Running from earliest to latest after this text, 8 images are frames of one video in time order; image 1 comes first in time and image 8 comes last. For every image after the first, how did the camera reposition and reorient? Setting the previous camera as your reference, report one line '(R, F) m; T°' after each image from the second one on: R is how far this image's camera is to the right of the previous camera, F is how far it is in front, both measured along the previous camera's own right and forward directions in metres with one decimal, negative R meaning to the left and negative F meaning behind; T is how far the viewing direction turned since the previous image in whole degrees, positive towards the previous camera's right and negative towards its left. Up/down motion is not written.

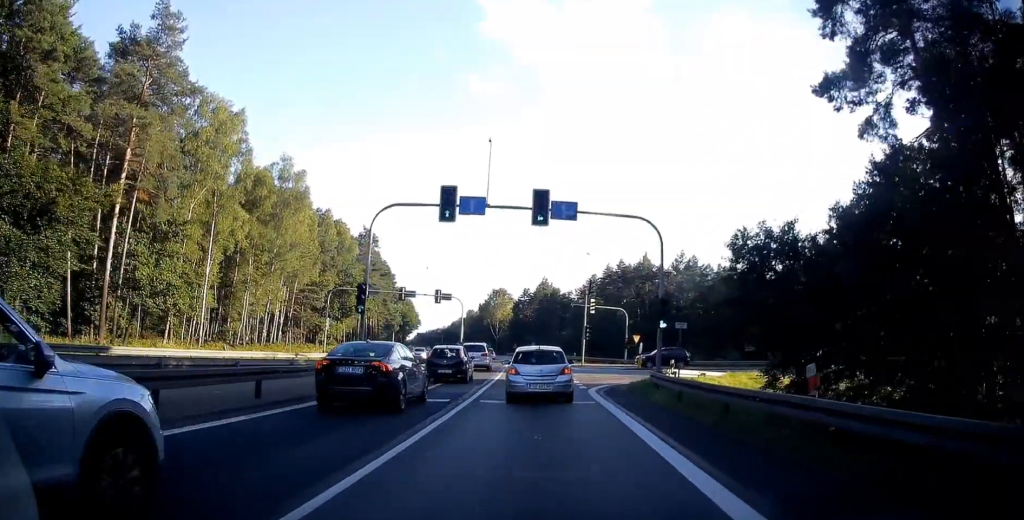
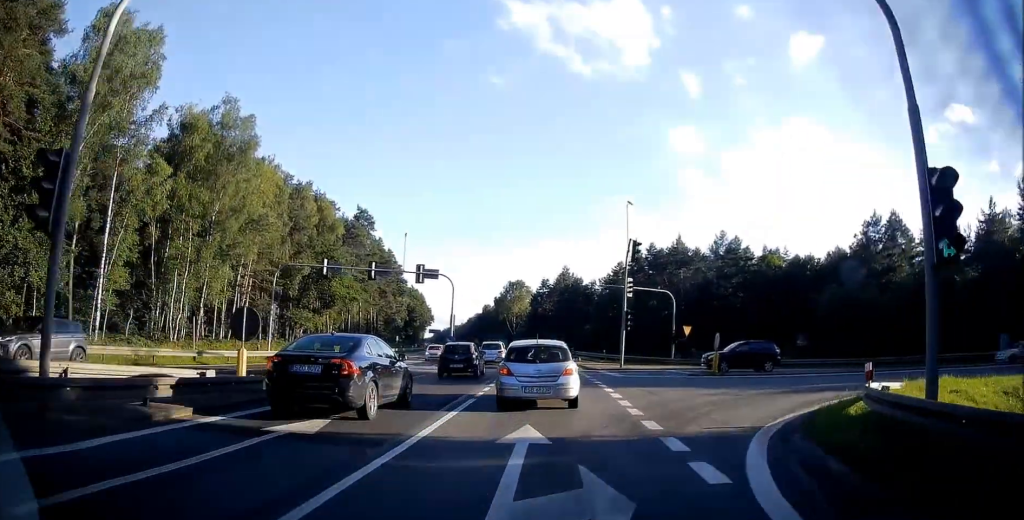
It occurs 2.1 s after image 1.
(-0.1, +14.5) m; -1°
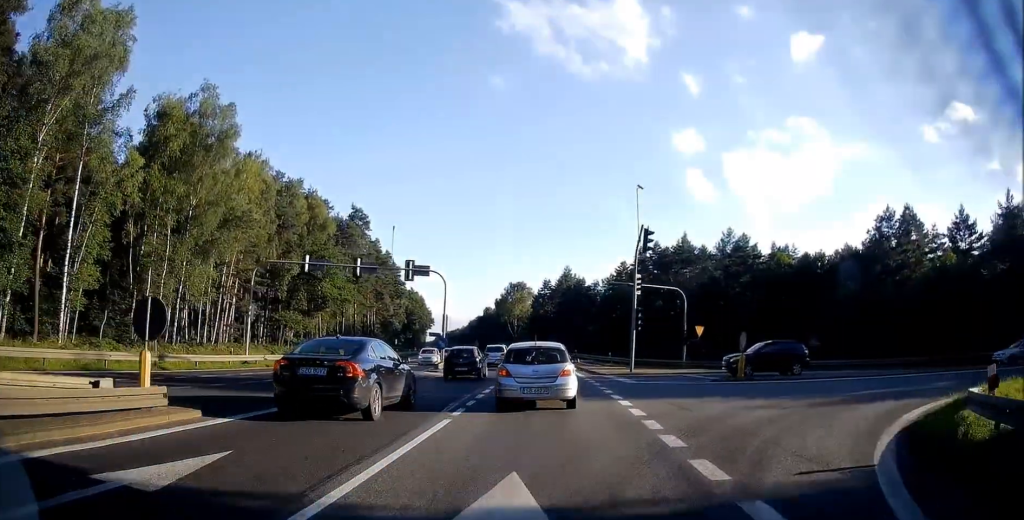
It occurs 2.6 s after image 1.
(0.0, +3.6) m; 0°
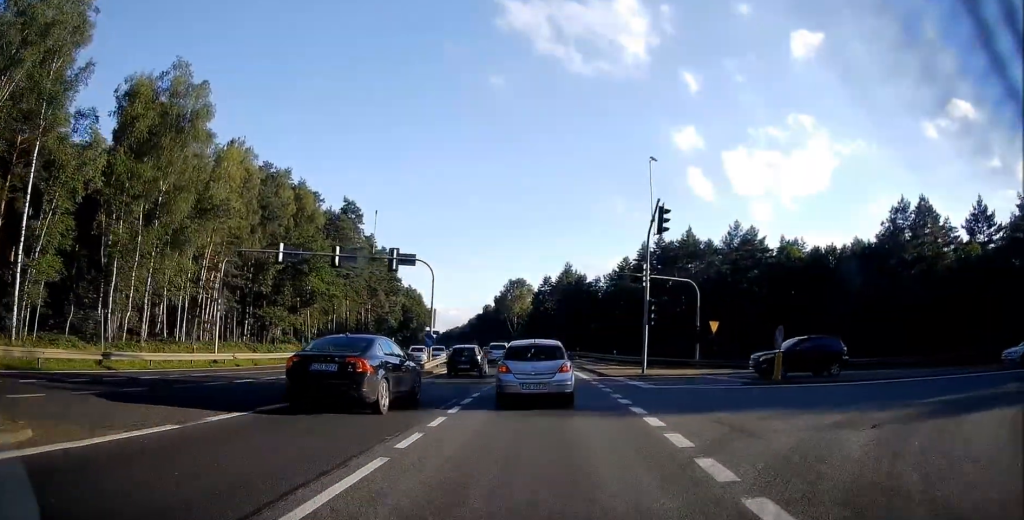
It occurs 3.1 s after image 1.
(0.0, +4.1) m; 0°
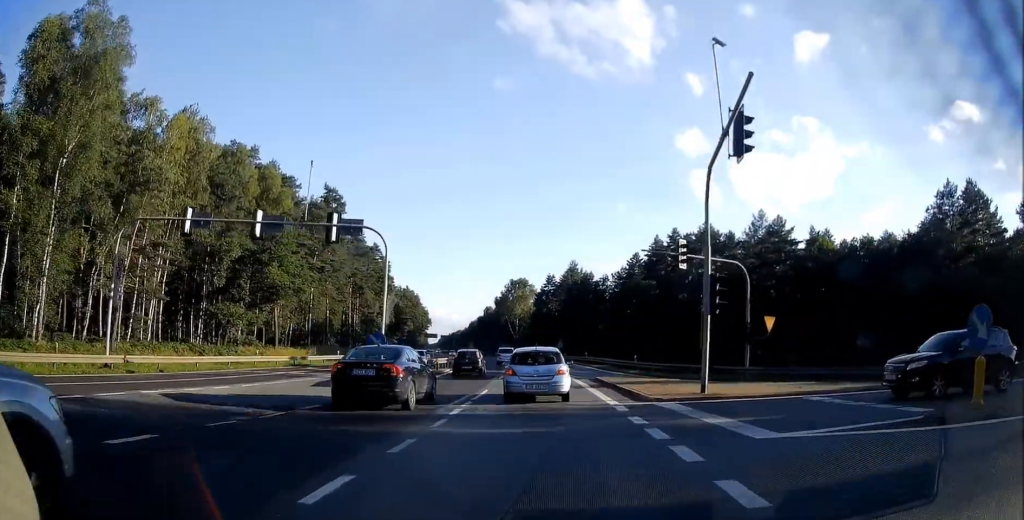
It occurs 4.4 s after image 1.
(-0.1, +10.5) m; -1°
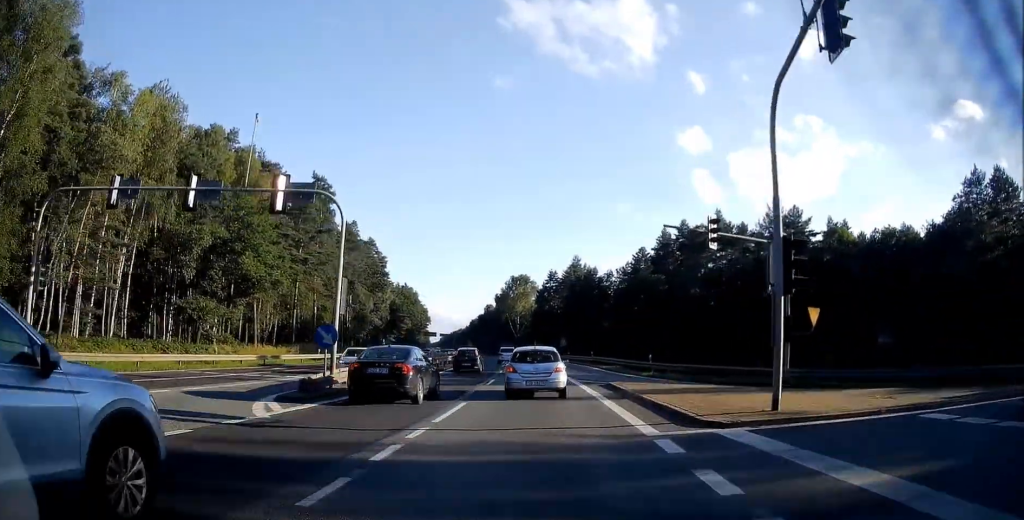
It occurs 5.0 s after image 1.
(0.0, +5.5) m; -1°
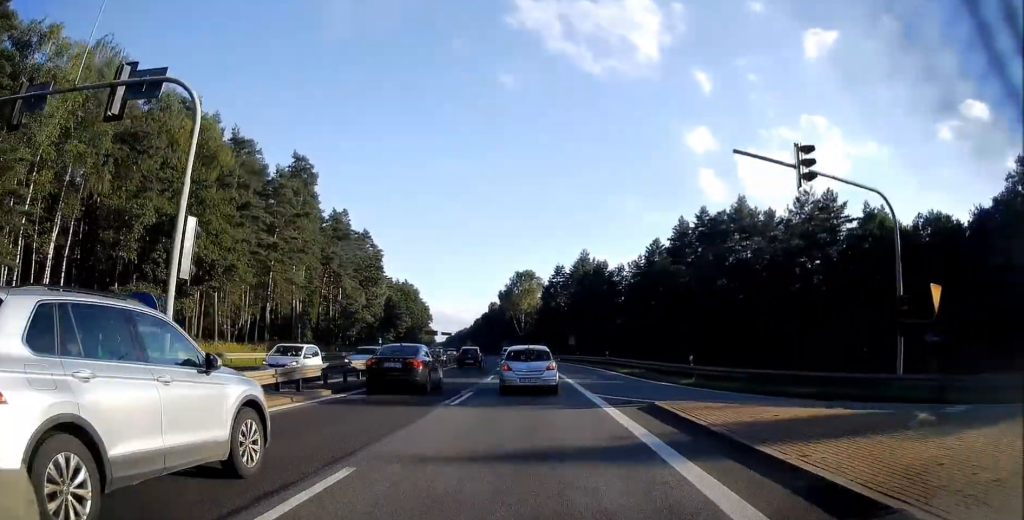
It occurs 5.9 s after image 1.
(-0.1, +9.0) m; 0°
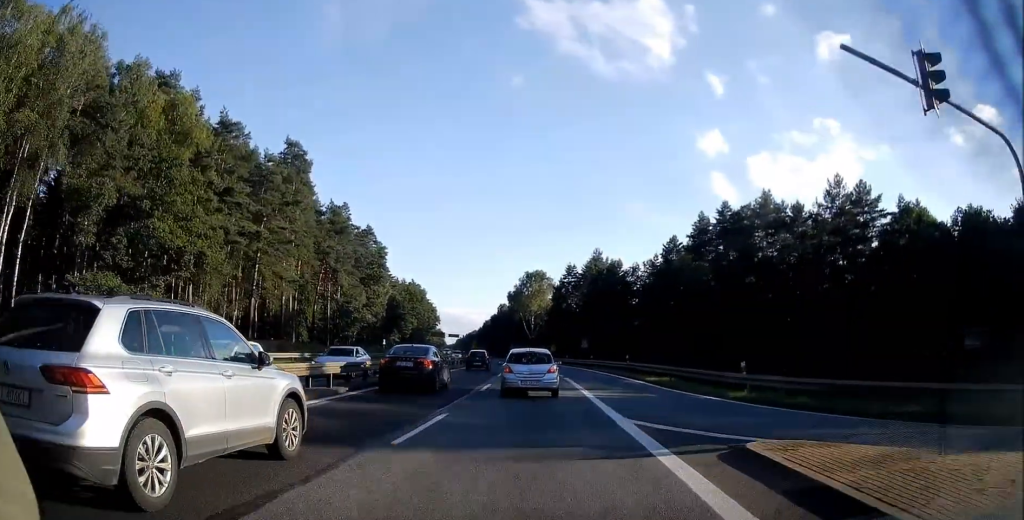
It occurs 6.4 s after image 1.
(+0.1, +5.9) m; -1°
